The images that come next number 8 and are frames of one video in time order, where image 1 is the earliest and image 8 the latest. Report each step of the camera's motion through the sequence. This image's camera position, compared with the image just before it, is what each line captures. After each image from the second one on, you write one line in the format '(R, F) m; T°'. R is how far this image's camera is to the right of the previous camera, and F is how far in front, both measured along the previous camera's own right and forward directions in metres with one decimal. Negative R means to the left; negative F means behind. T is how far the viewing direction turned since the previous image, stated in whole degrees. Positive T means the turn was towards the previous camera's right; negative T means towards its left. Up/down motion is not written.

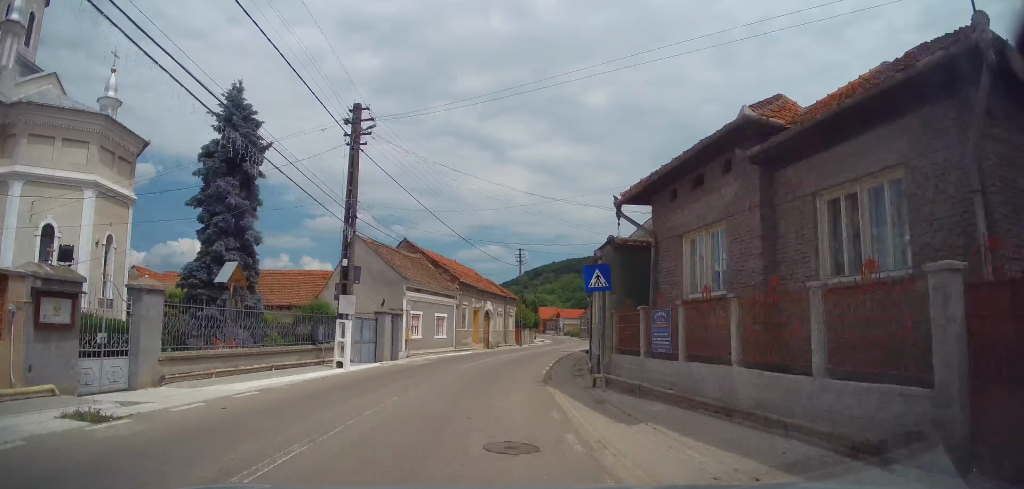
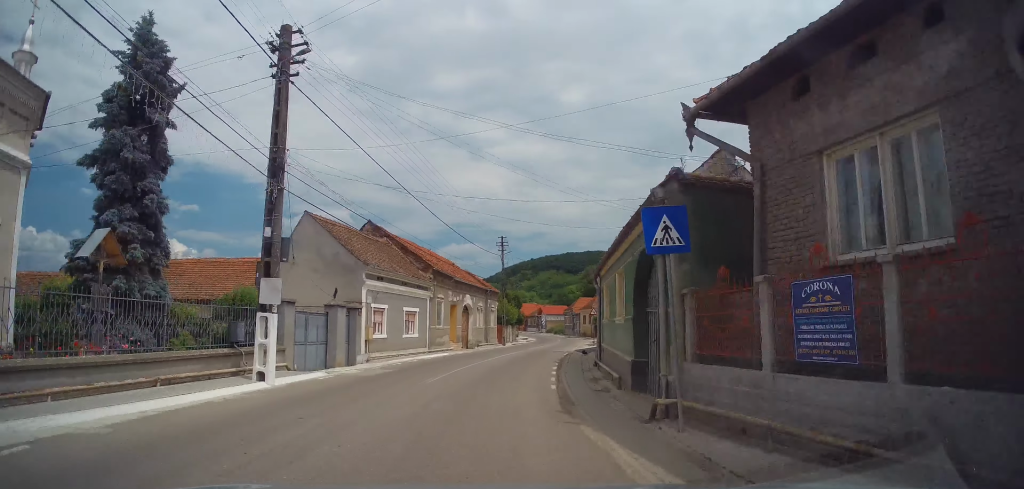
(+0.1, +6.0) m; +2°
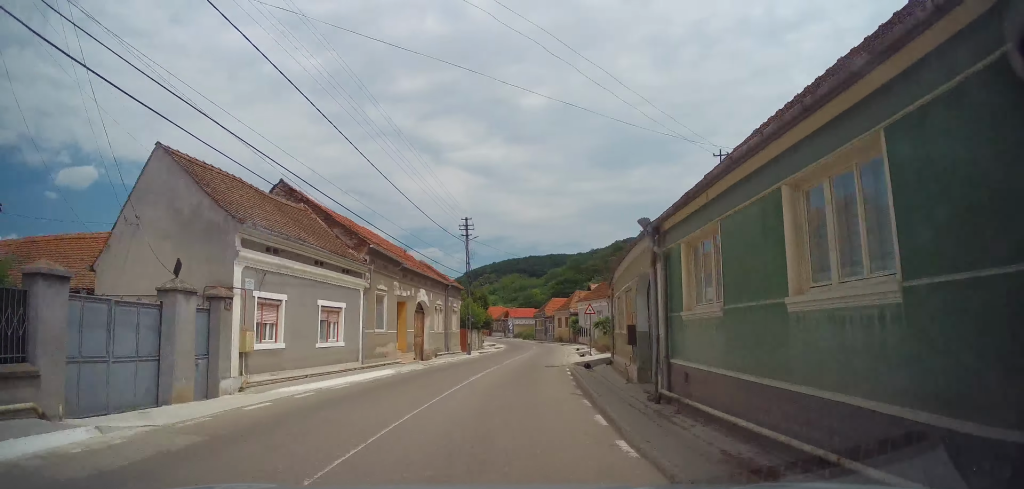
(+0.2, +10.4) m; +4°
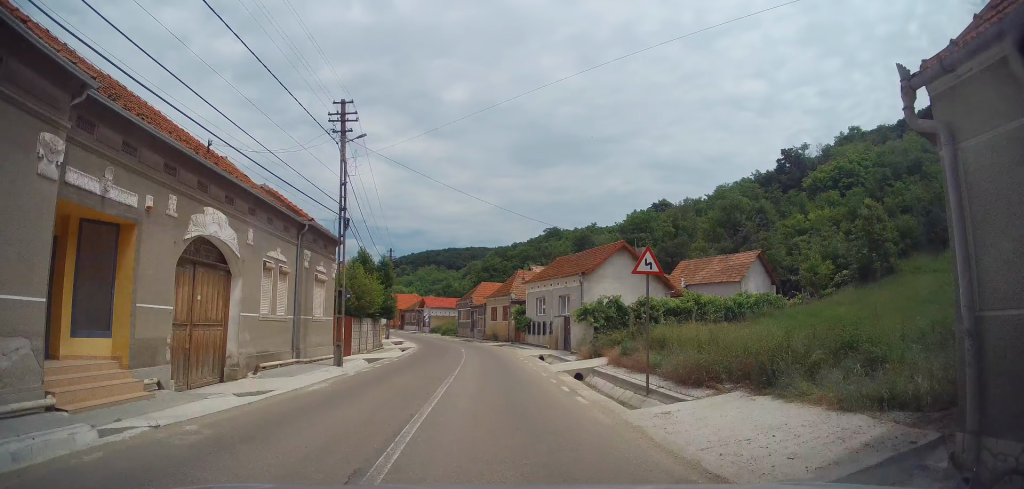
(+2.1, +19.5) m; +10°
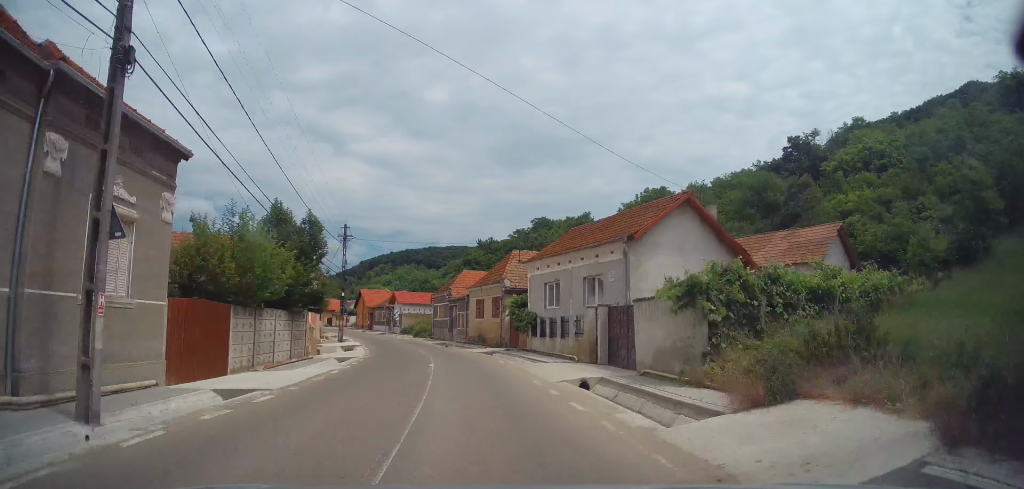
(+0.4, +13.3) m; +1°
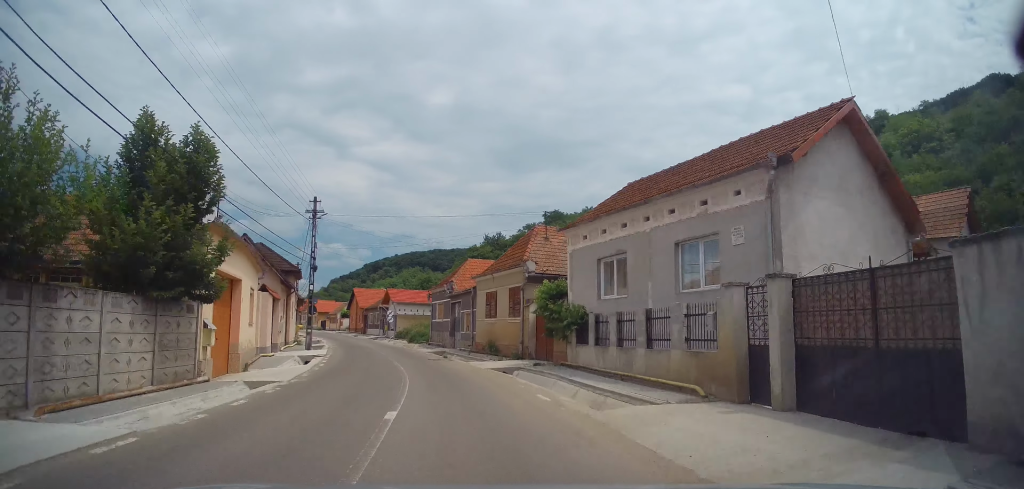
(-0.1, +10.2) m; -1°
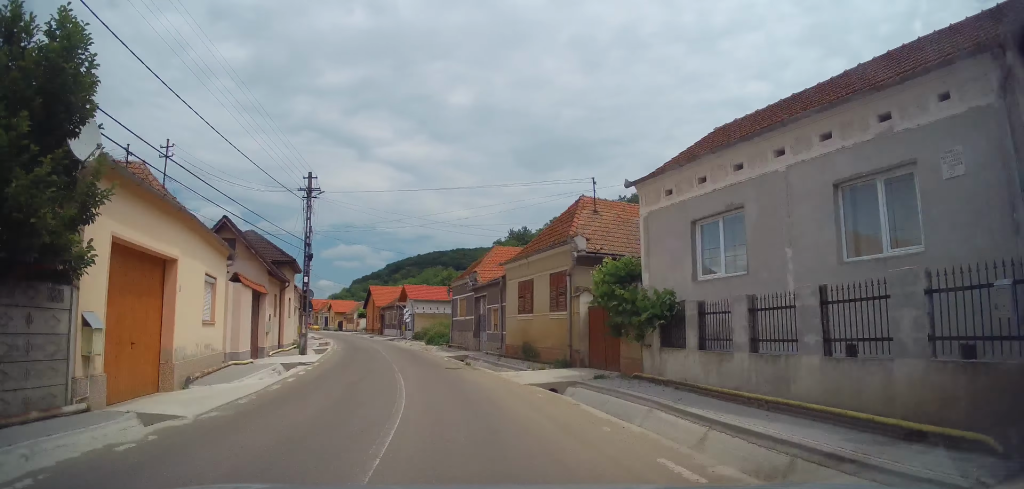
(+0.2, +6.0) m; -1°
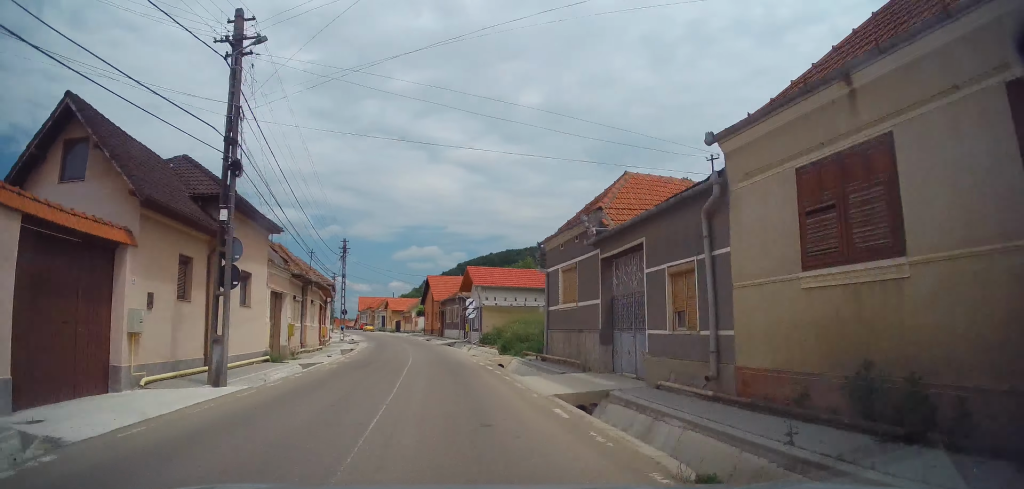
(-0.8, +16.3) m; -6°
